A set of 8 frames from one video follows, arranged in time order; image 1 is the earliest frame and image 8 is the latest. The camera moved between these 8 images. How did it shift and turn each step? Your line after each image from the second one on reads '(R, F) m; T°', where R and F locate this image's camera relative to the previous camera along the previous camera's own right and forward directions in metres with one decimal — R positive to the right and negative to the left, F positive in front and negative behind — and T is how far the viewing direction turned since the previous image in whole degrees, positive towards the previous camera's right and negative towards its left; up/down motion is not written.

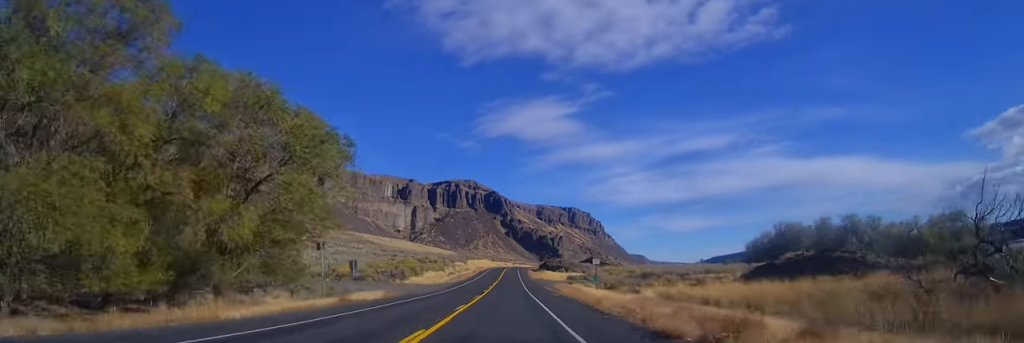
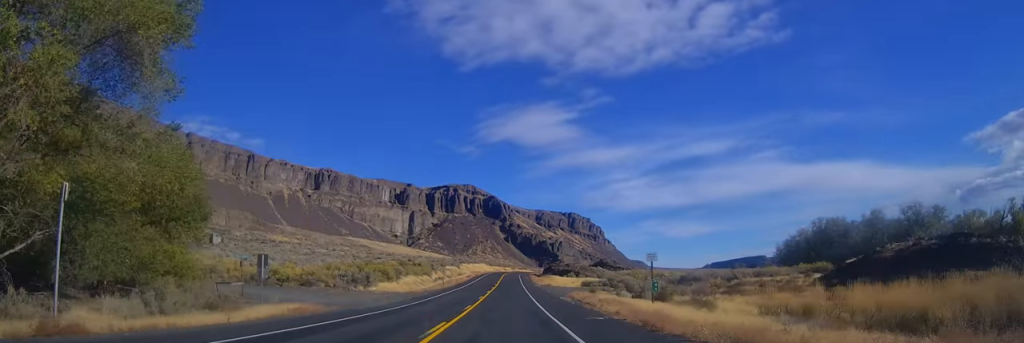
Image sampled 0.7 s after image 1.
(0.0, +20.1) m; 0°
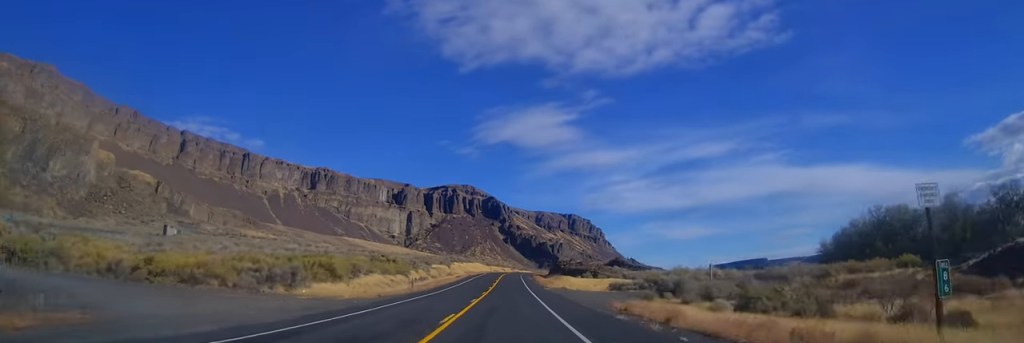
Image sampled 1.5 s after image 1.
(+0.2, +21.9) m; 0°
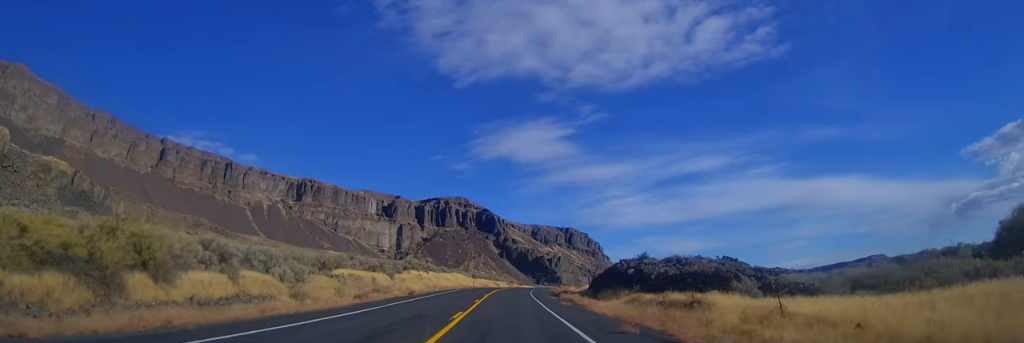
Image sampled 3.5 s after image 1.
(-0.5, +58.3) m; 0°
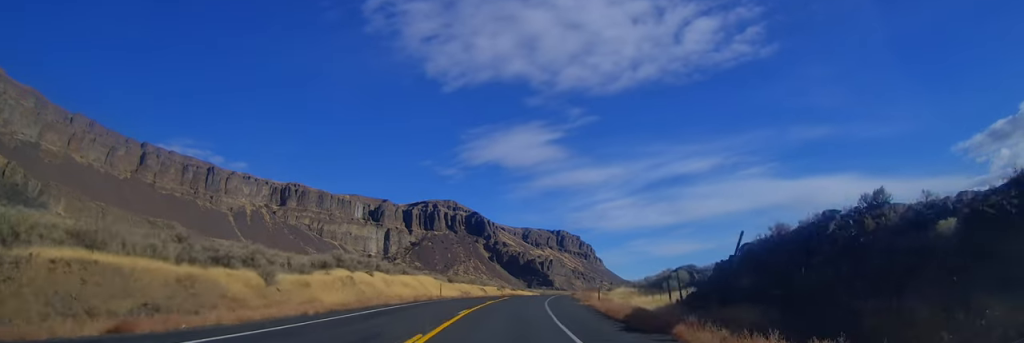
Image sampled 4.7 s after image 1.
(+0.1, +33.5) m; 0°
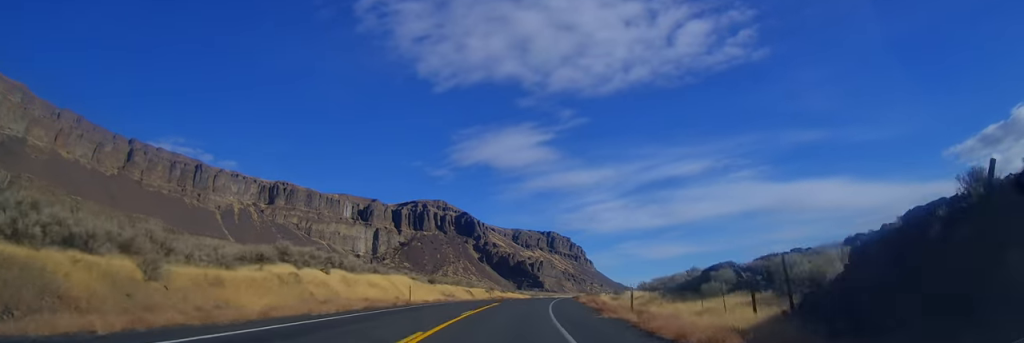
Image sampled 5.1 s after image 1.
(0.0, +11.5) m; +1°
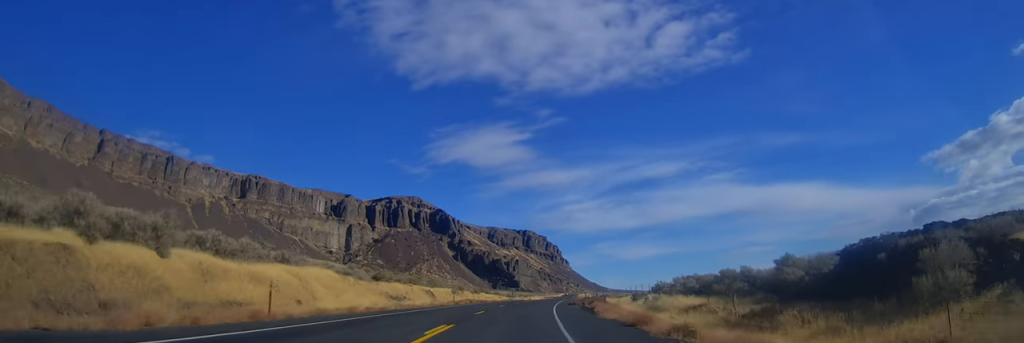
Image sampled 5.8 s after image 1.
(+0.1, +21.0) m; +2°
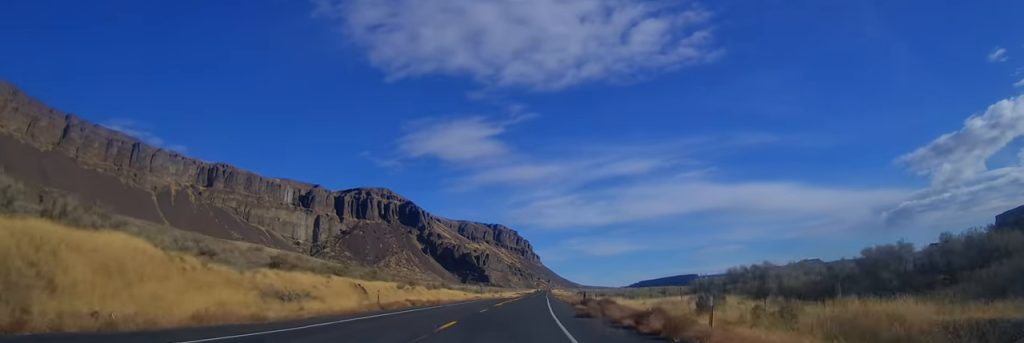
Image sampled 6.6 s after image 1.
(+0.3, +21.7) m; +4°
